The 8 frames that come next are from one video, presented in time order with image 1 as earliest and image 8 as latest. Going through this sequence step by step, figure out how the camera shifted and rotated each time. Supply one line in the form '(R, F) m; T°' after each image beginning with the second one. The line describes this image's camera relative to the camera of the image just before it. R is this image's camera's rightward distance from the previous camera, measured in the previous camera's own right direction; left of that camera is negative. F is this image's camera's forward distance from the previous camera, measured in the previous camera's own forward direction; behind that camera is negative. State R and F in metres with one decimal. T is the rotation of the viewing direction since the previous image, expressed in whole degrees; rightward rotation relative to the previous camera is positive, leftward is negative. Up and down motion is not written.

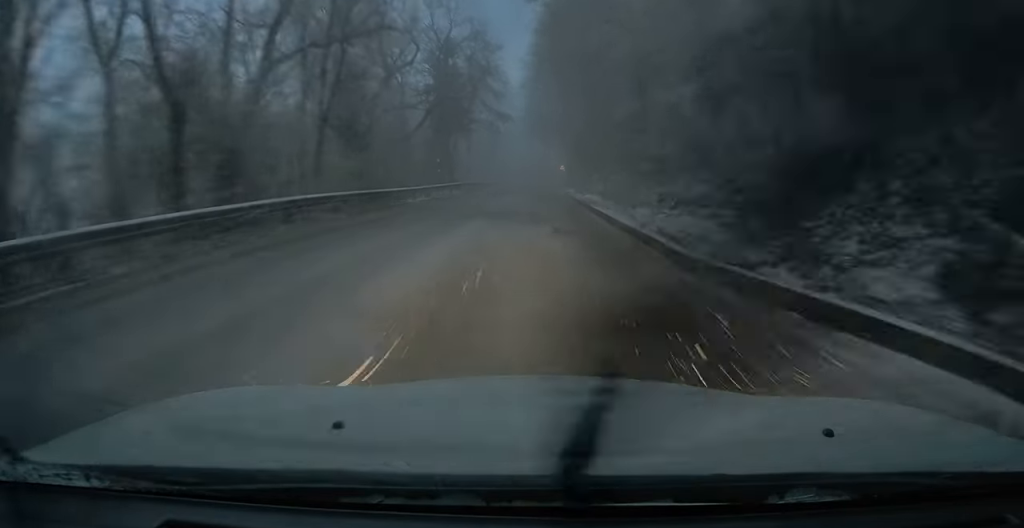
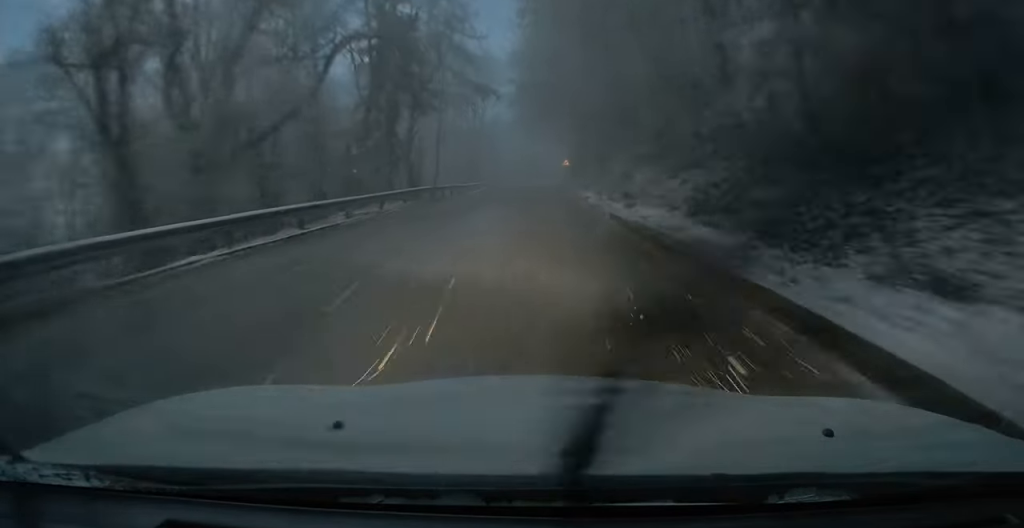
(-0.4, +18.4) m; 0°
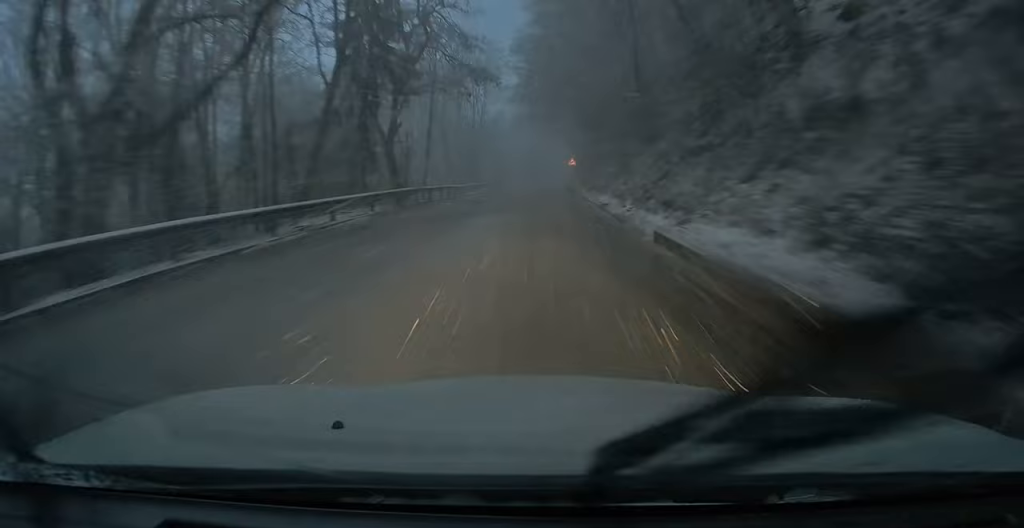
(+0.1, +5.9) m; +1°
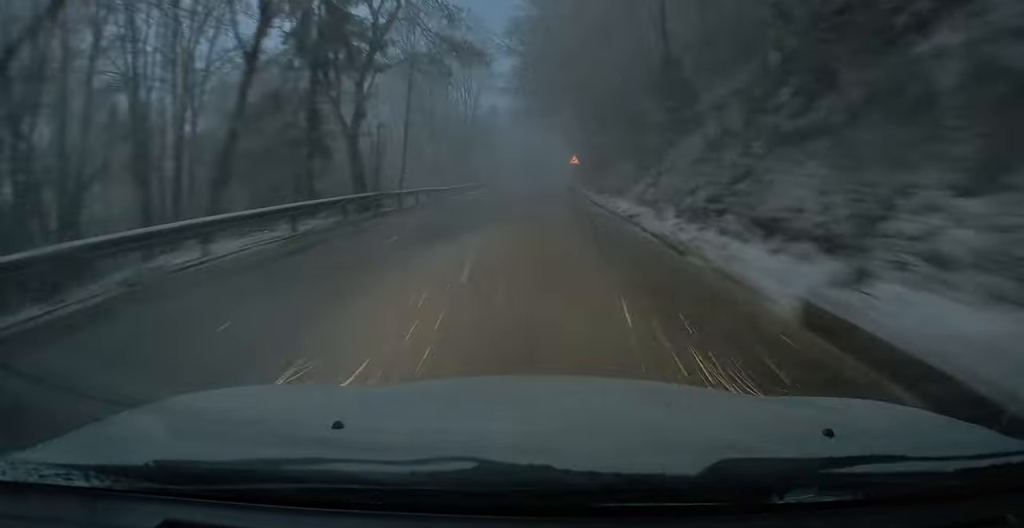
(0.0, +6.9) m; 0°
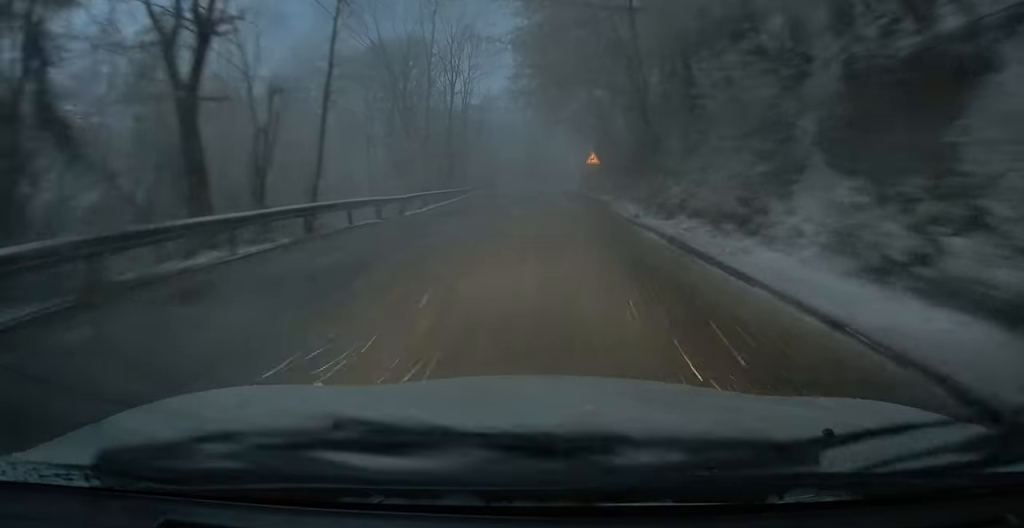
(-0.1, +14.7) m; 0°
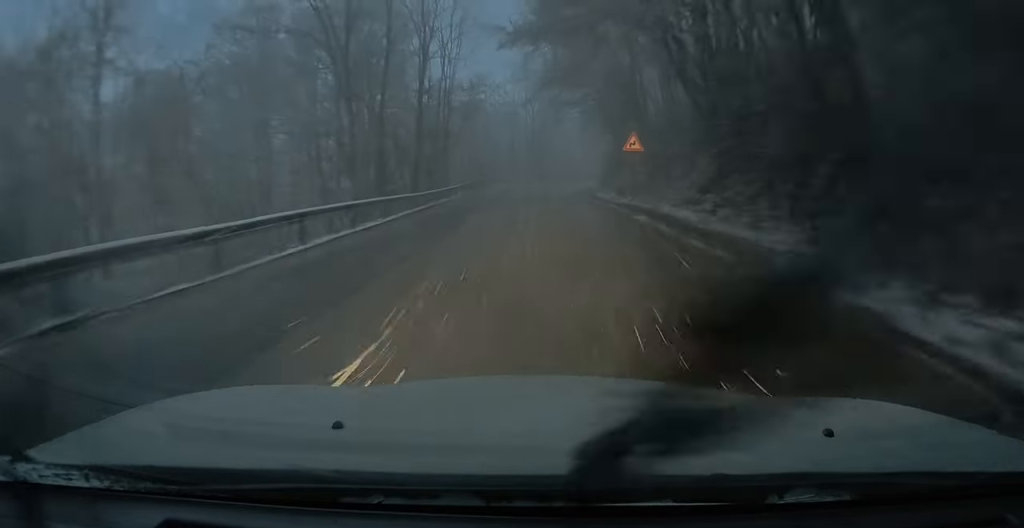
(+0.2, +15.5) m; +1°
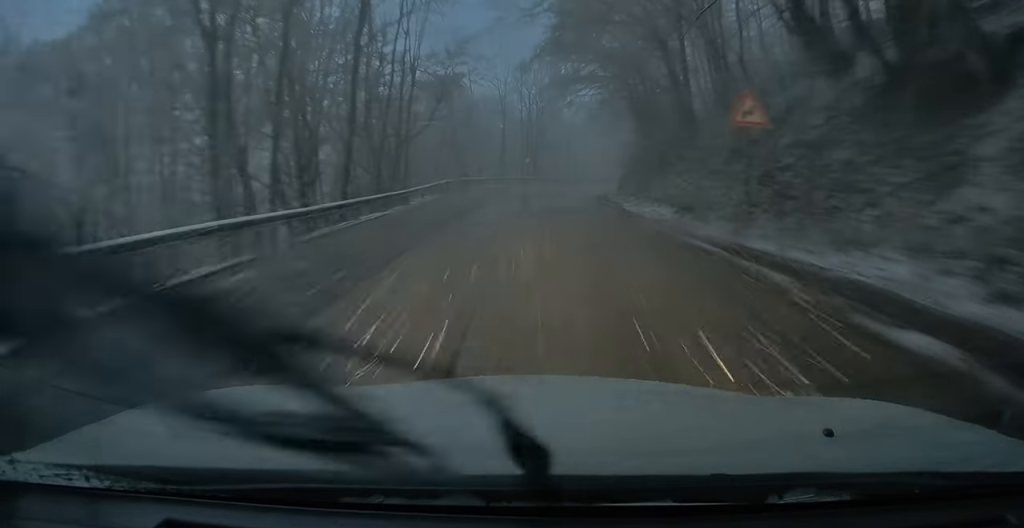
(+0.1, +14.5) m; +1°
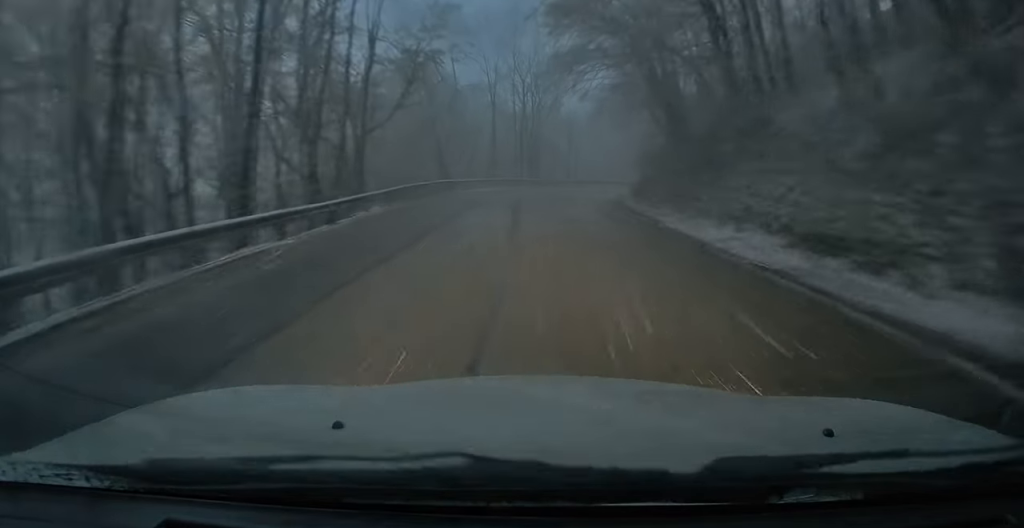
(0.0, +9.0) m; +1°
